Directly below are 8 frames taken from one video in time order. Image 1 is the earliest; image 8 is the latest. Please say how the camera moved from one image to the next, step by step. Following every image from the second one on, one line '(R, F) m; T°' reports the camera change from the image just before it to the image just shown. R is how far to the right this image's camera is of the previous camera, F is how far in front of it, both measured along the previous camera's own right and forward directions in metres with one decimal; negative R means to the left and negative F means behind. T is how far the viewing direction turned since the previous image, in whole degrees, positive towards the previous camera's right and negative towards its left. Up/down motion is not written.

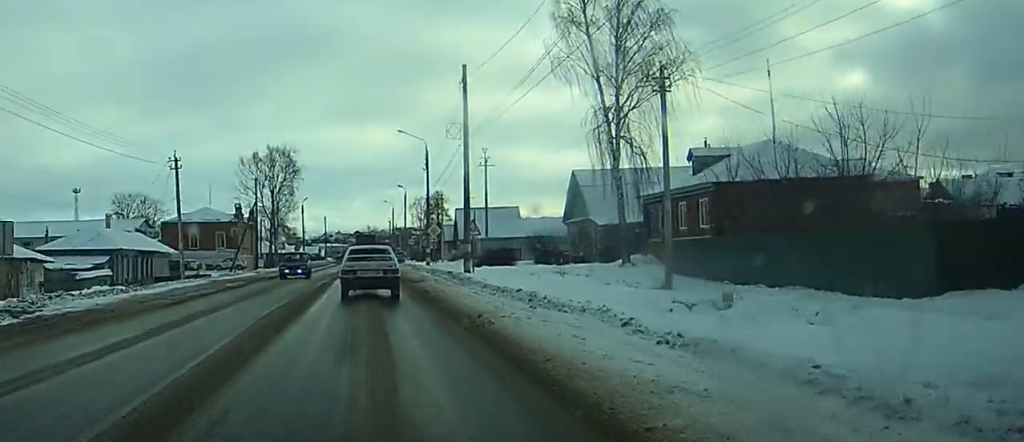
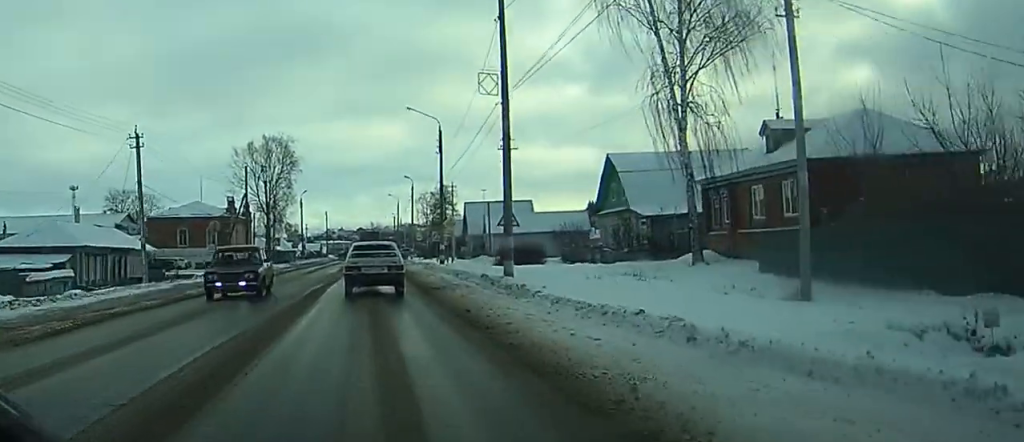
(-0.1, +8.6) m; 0°
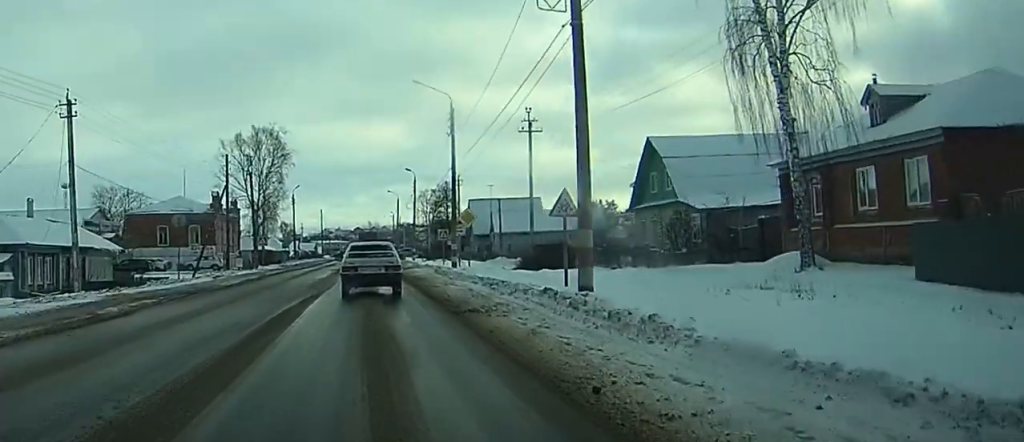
(0.0, +8.9) m; 0°
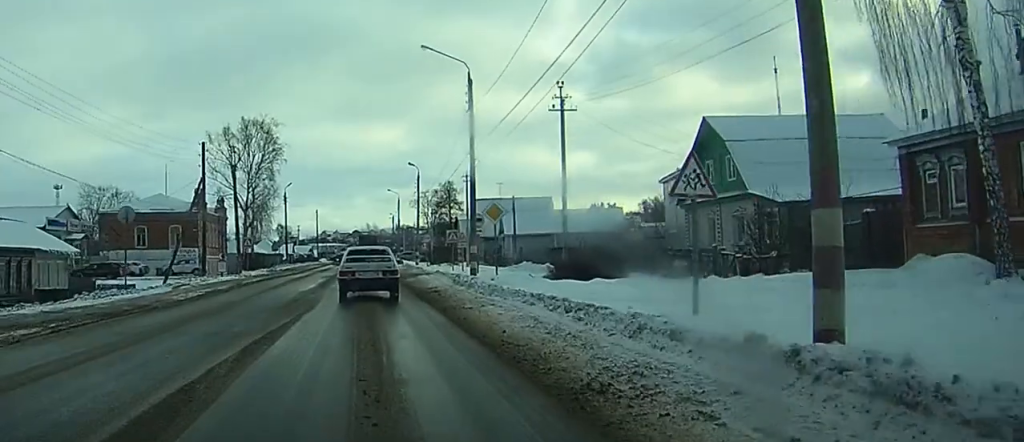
(0.0, +8.8) m; 0°
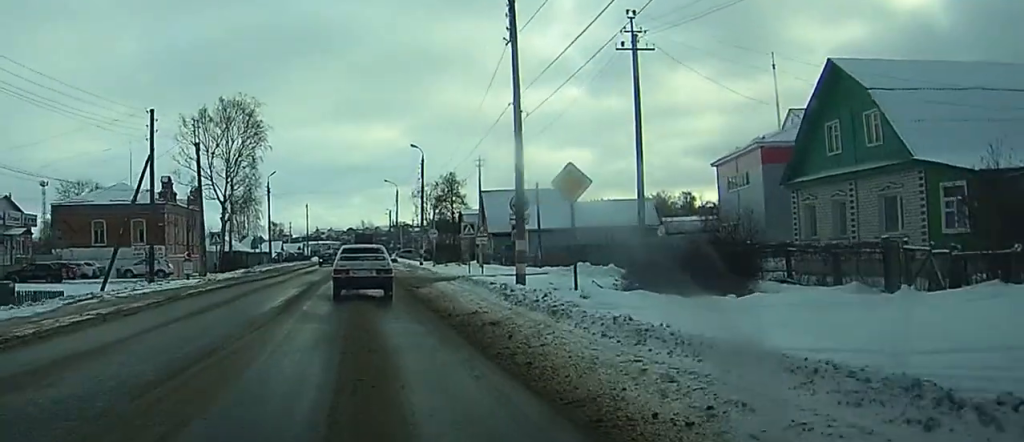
(0.0, +12.4) m; 0°
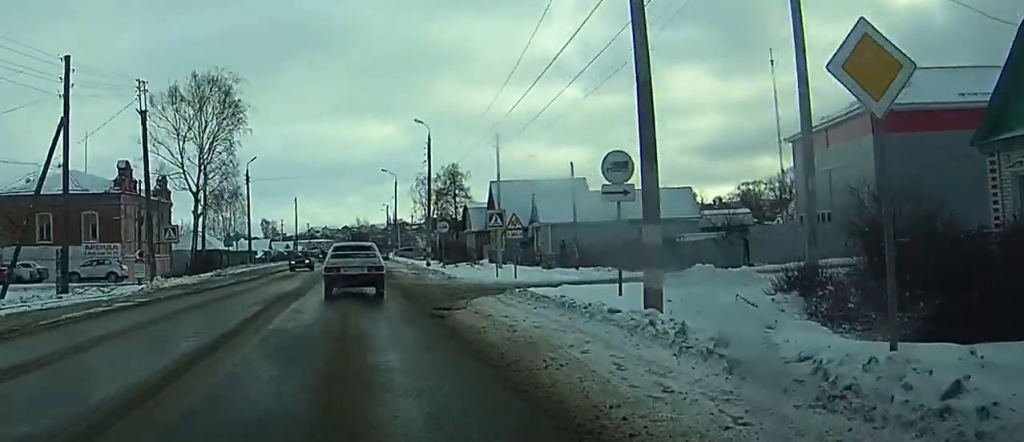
(0.0, +12.0) m; 0°
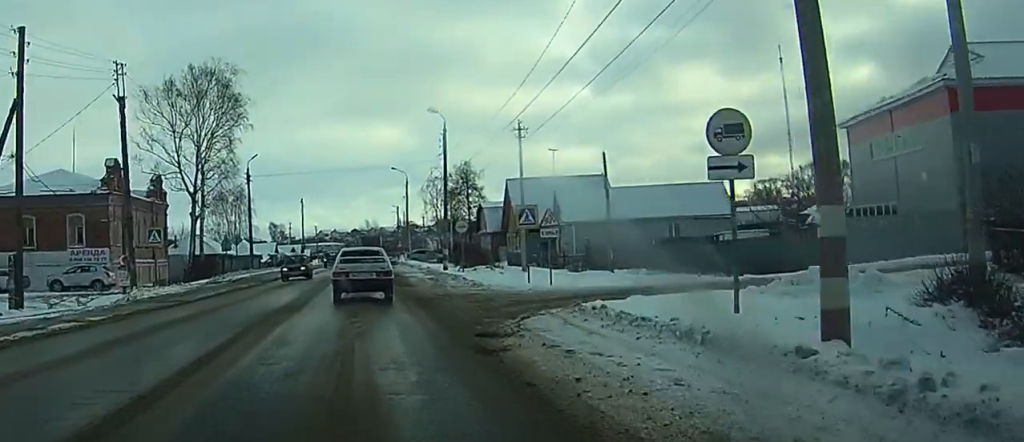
(0.0, +5.3) m; 0°
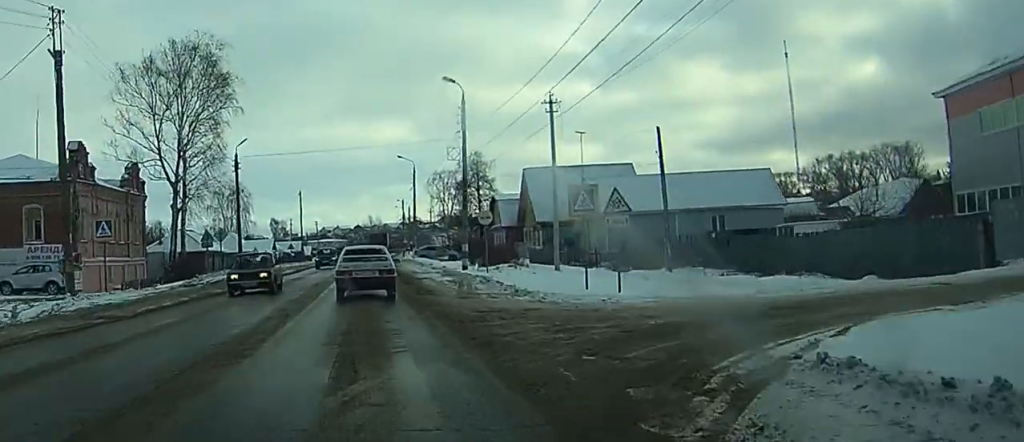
(0.0, +8.3) m; 0°
